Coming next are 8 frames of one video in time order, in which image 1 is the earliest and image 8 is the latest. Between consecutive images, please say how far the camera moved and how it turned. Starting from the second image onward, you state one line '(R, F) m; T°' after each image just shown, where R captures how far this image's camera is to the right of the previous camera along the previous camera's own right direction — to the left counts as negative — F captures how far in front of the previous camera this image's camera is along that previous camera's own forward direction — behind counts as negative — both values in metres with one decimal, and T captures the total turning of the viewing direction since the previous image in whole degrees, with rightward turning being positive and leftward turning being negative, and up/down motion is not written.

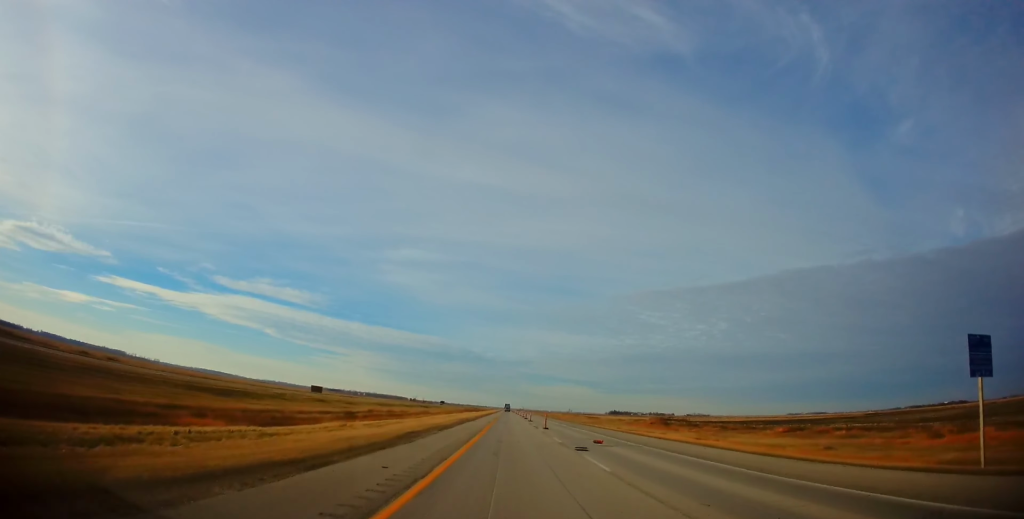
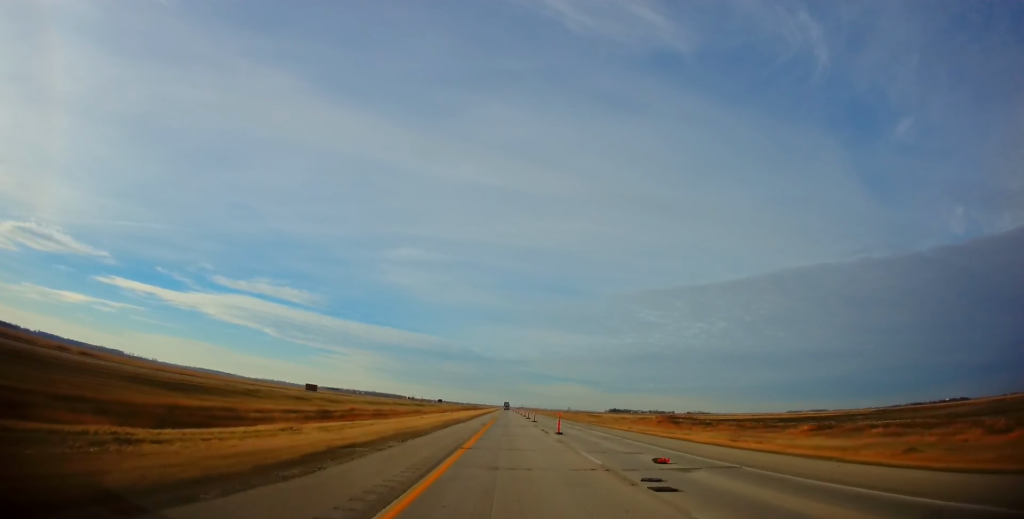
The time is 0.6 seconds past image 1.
(-0.2, +10.9) m; -1°
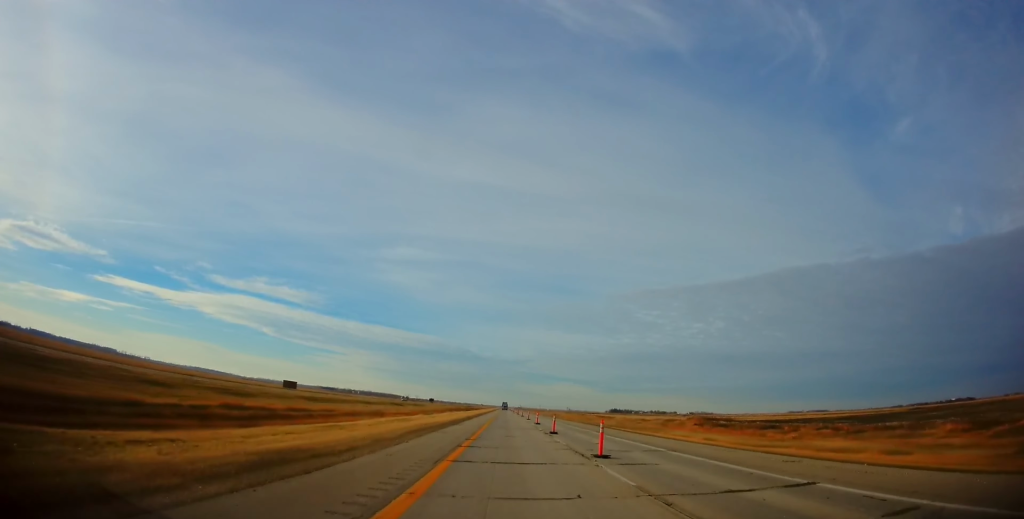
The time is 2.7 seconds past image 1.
(+0.2, +41.0) m; +1°
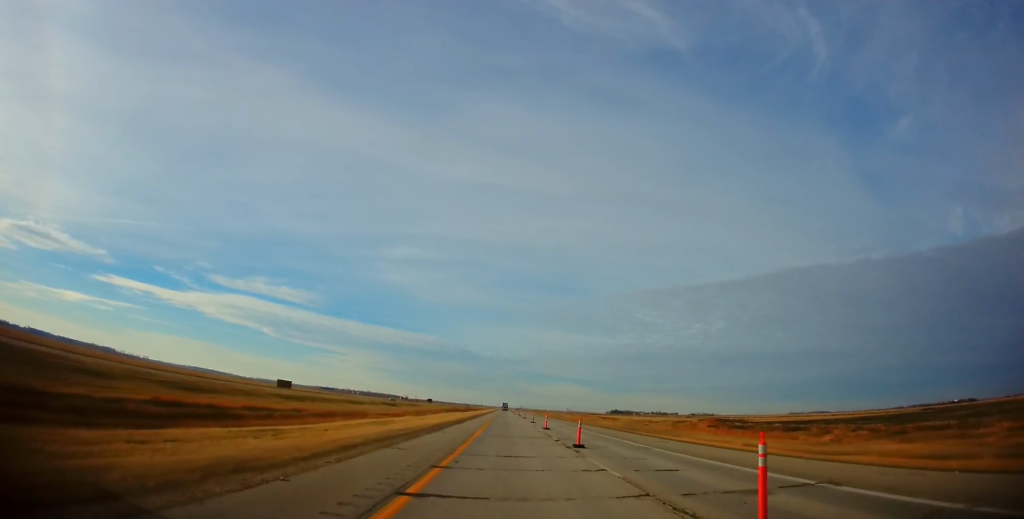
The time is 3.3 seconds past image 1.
(0.0, +10.9) m; 0°
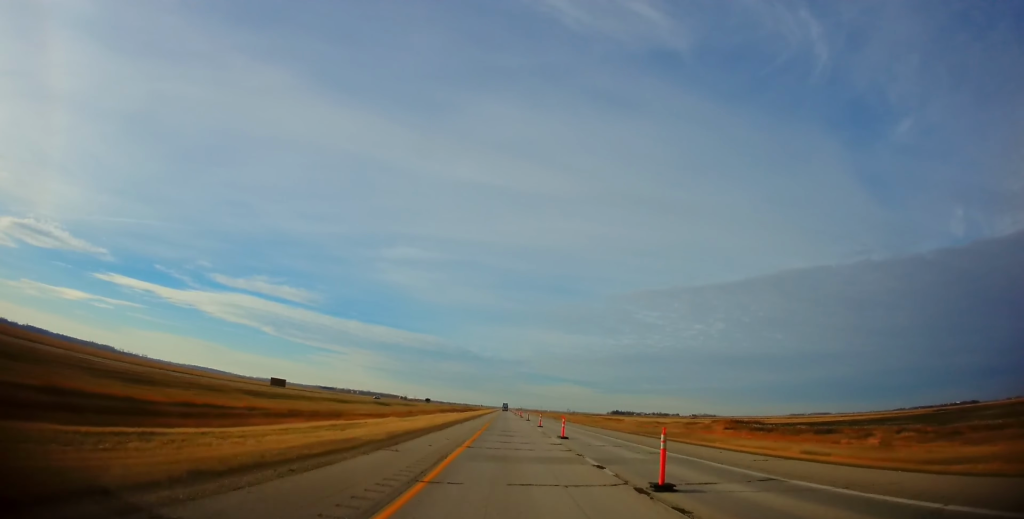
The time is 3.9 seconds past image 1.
(0.0, +11.4) m; 0°
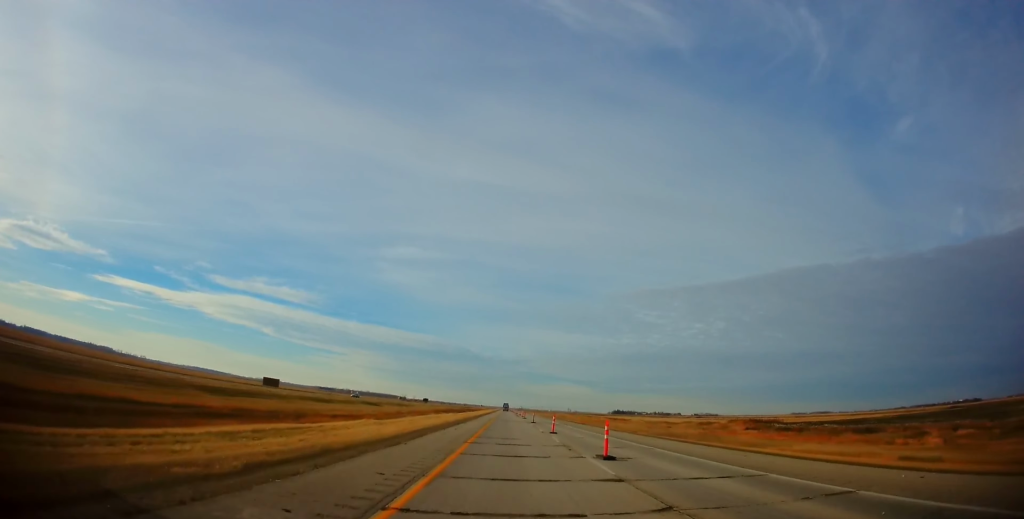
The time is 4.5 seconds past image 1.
(0.0, +12.0) m; 0°
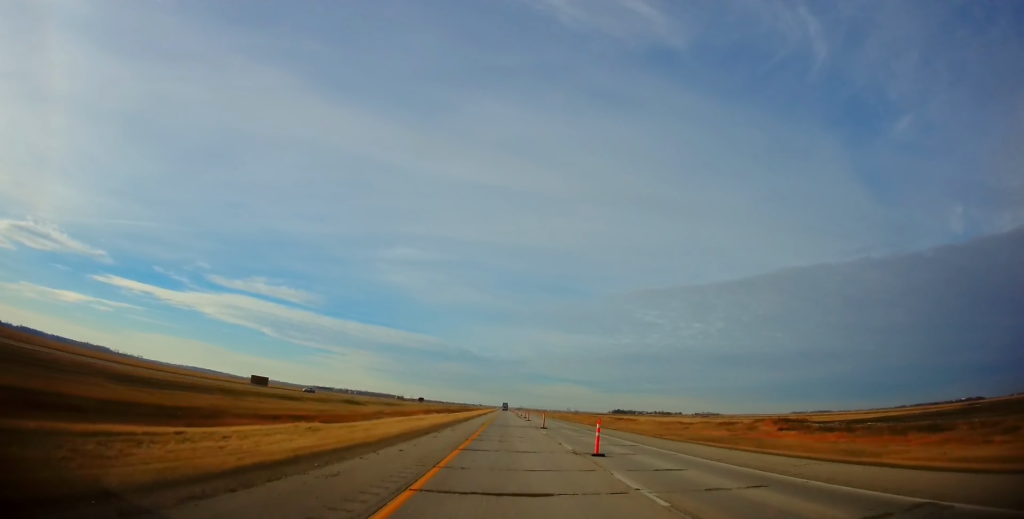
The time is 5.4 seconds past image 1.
(0.0, +16.3) m; 0°
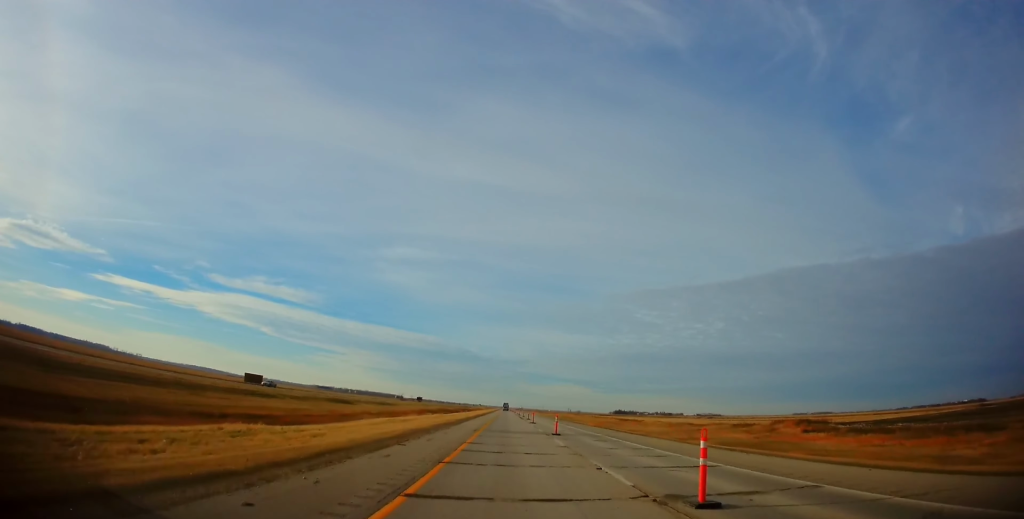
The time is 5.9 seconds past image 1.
(0.0, +9.4) m; 0°
